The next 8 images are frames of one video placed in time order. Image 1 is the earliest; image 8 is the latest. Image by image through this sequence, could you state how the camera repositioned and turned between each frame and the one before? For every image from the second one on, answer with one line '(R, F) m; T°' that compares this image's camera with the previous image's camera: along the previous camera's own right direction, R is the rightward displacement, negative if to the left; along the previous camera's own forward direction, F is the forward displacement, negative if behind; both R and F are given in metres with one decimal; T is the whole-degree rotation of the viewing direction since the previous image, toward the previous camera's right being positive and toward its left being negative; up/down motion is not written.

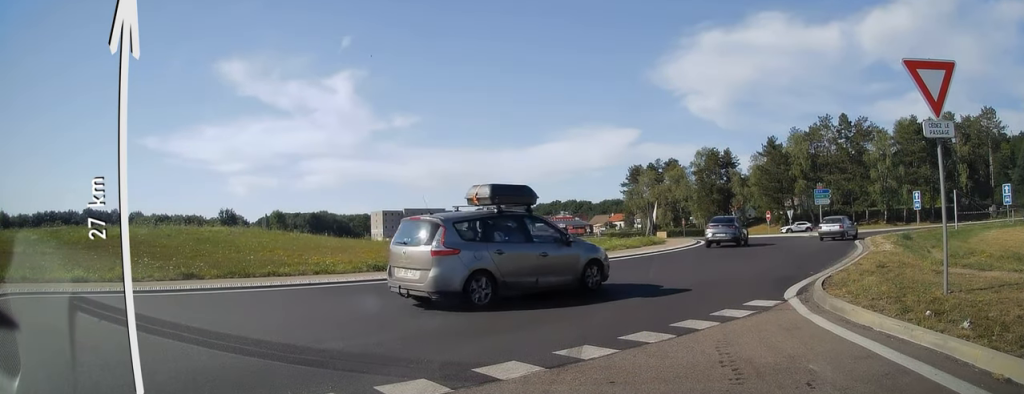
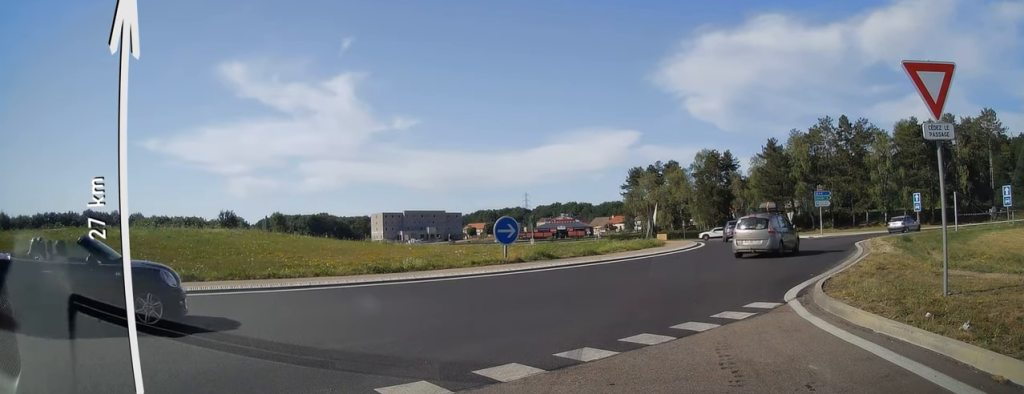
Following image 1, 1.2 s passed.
(0.0, 0.0) m; 0°
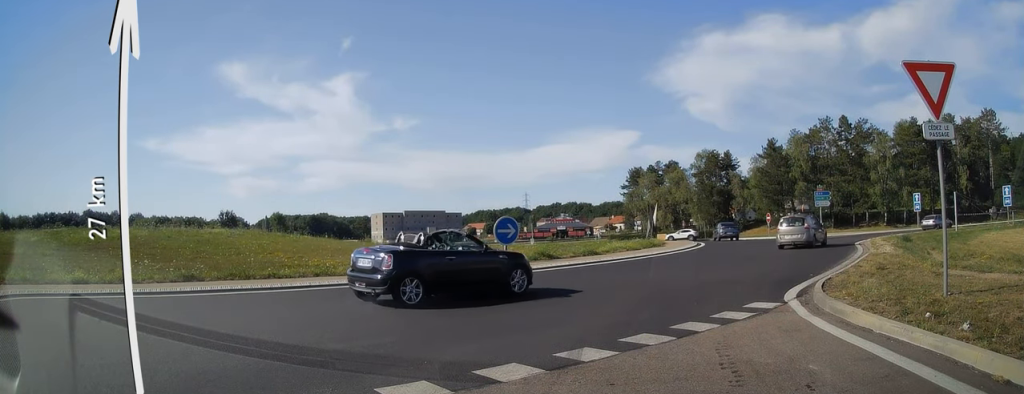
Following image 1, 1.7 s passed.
(0.0, 0.0) m; 0°
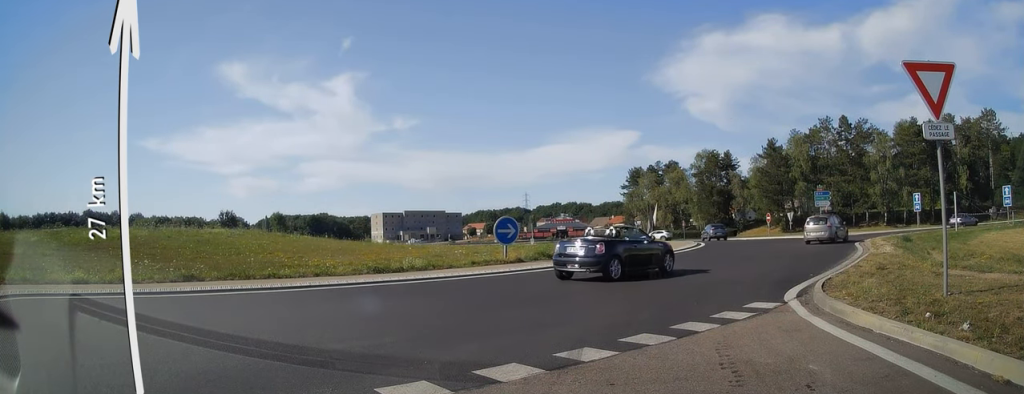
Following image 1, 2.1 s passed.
(0.0, 0.0) m; 0°
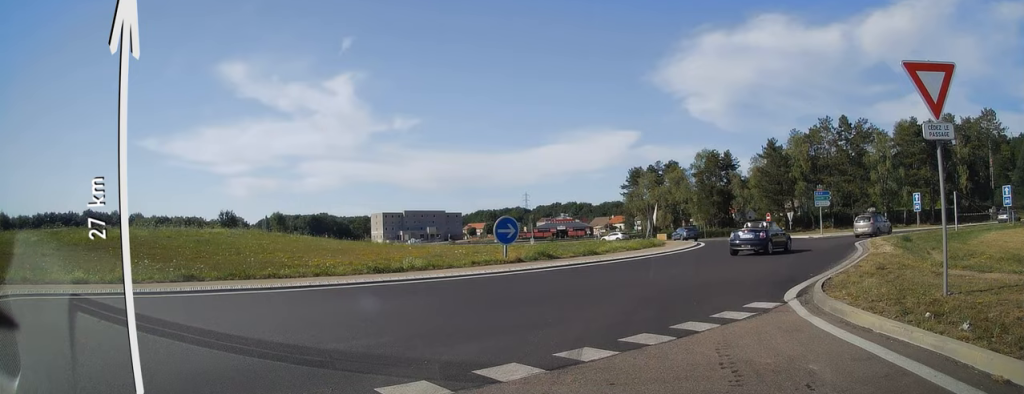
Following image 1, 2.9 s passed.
(0.0, 0.0) m; 0°
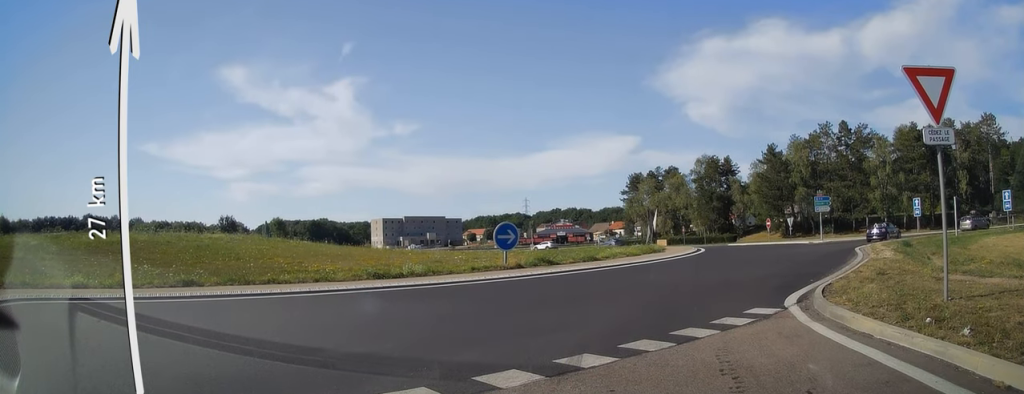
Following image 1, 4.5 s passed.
(0.0, +0.9) m; 0°
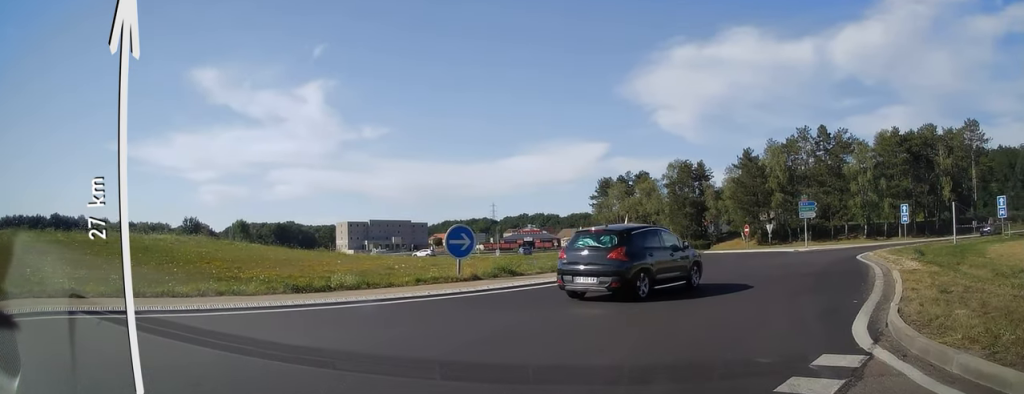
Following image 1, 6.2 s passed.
(+0.3, +2.6) m; +8°
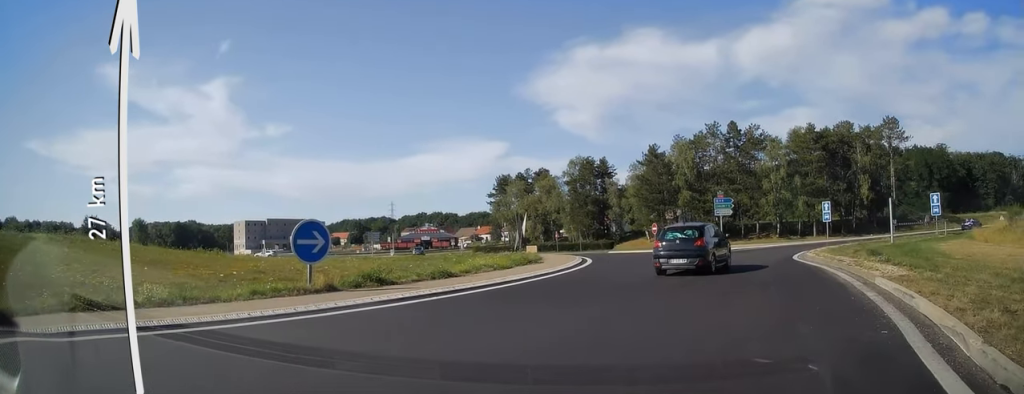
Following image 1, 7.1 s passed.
(+0.1, +3.0) m; +4°
